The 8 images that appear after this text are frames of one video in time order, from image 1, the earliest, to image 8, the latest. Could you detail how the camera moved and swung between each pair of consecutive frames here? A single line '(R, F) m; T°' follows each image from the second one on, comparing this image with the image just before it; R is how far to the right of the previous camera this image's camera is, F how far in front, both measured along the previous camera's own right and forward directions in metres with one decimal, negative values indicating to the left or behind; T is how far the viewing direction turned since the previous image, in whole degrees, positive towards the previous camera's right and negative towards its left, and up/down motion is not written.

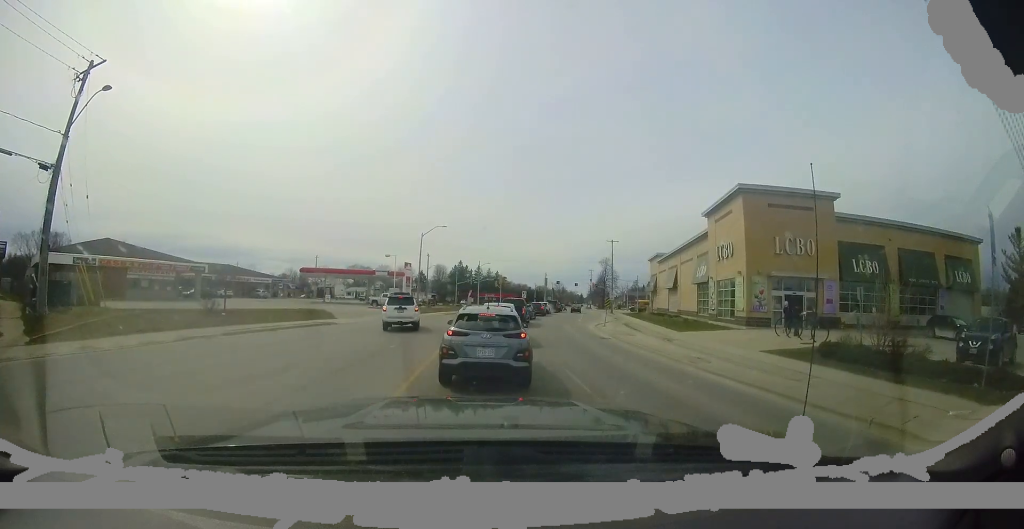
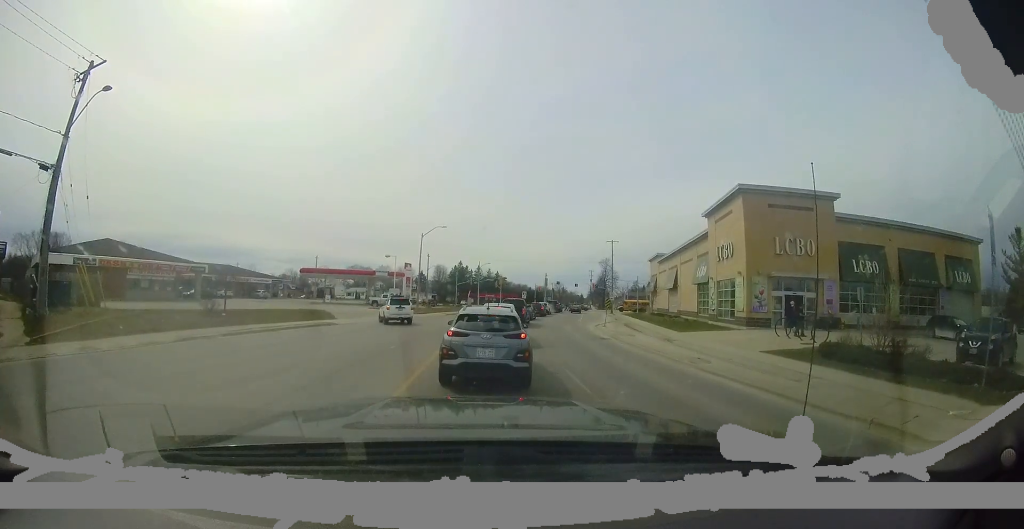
(-0.1, +0.2) m; 0°
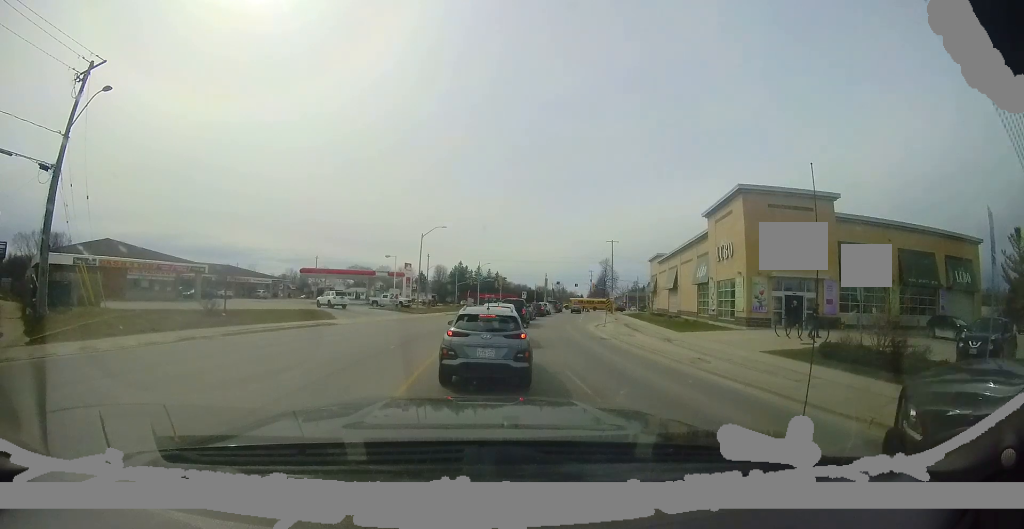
(-0.2, +0.6) m; 0°
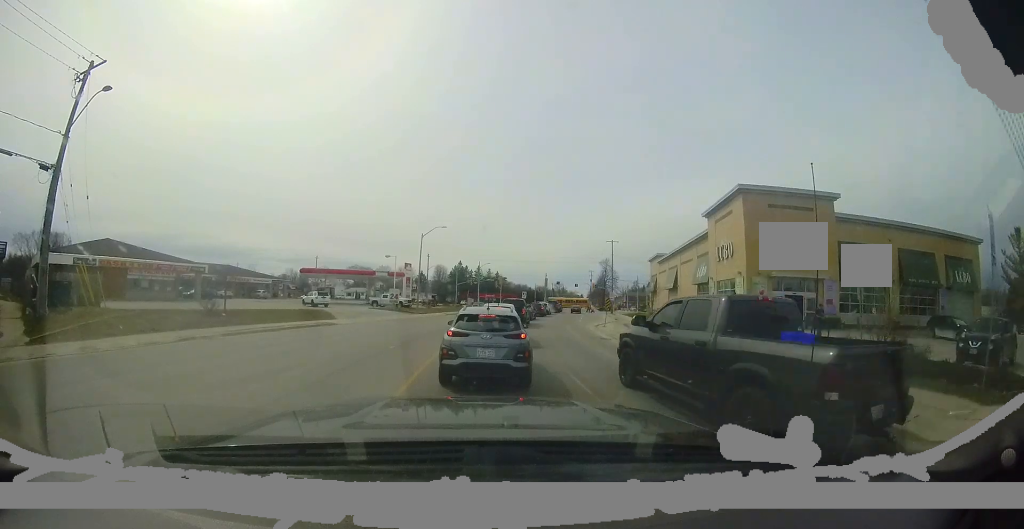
(0.0, 0.0) m; 0°
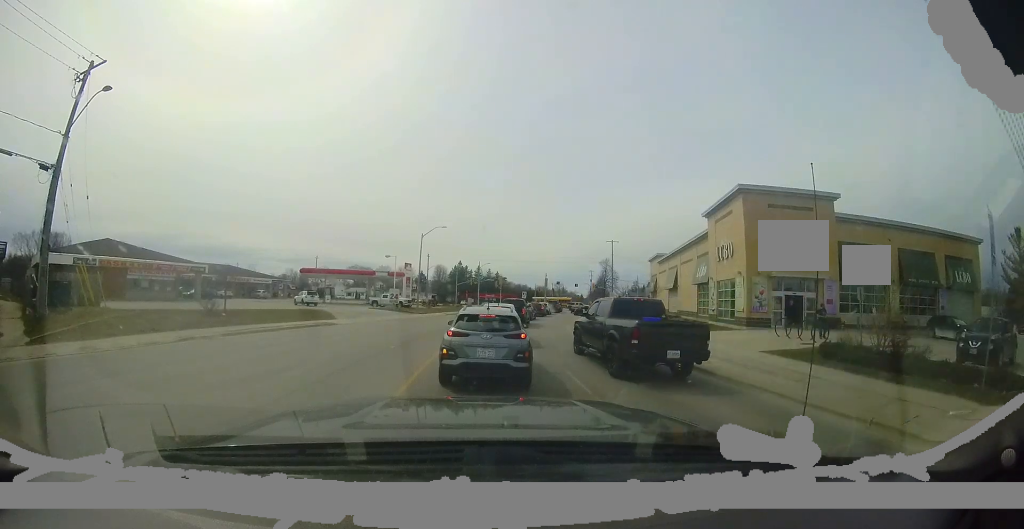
(0.0, 0.0) m; 0°
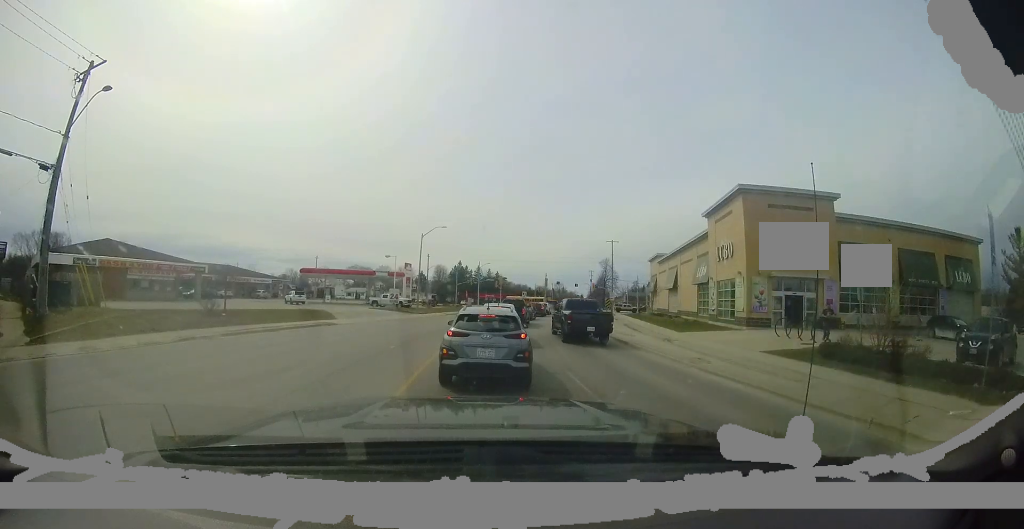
(0.0, 0.0) m; 0°
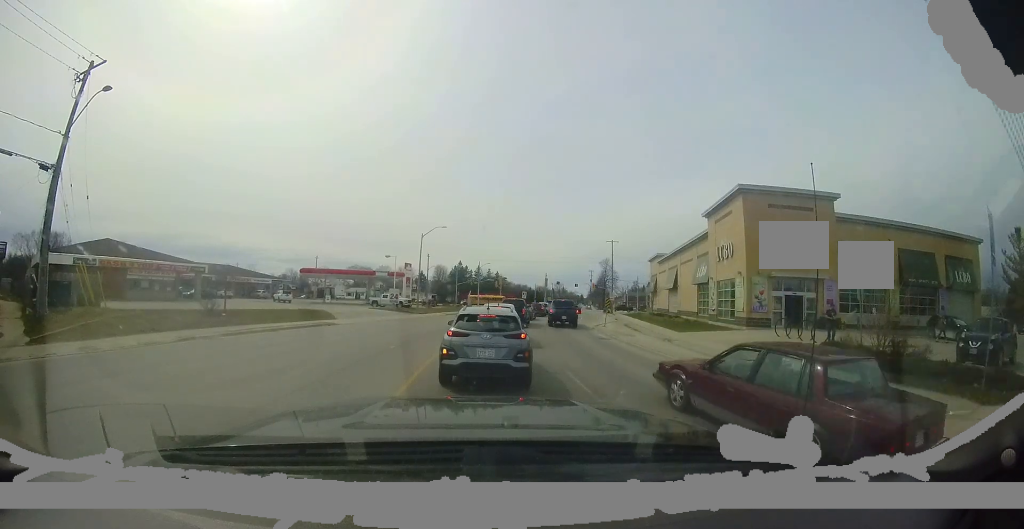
(0.0, 0.0) m; 0°
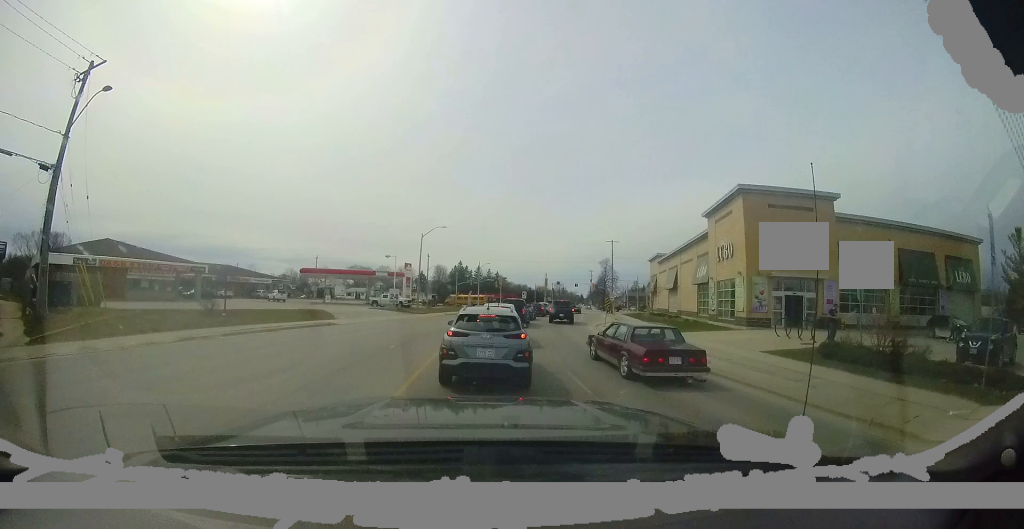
(0.0, 0.0) m; 0°
